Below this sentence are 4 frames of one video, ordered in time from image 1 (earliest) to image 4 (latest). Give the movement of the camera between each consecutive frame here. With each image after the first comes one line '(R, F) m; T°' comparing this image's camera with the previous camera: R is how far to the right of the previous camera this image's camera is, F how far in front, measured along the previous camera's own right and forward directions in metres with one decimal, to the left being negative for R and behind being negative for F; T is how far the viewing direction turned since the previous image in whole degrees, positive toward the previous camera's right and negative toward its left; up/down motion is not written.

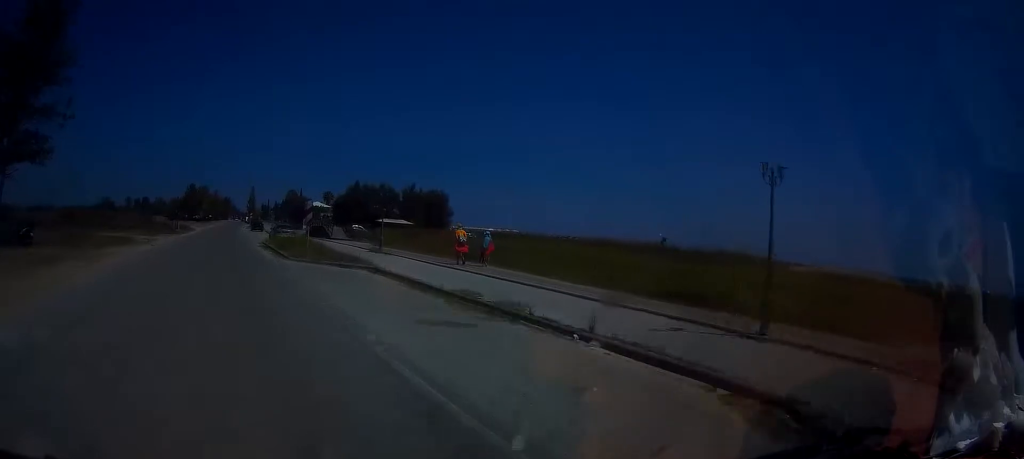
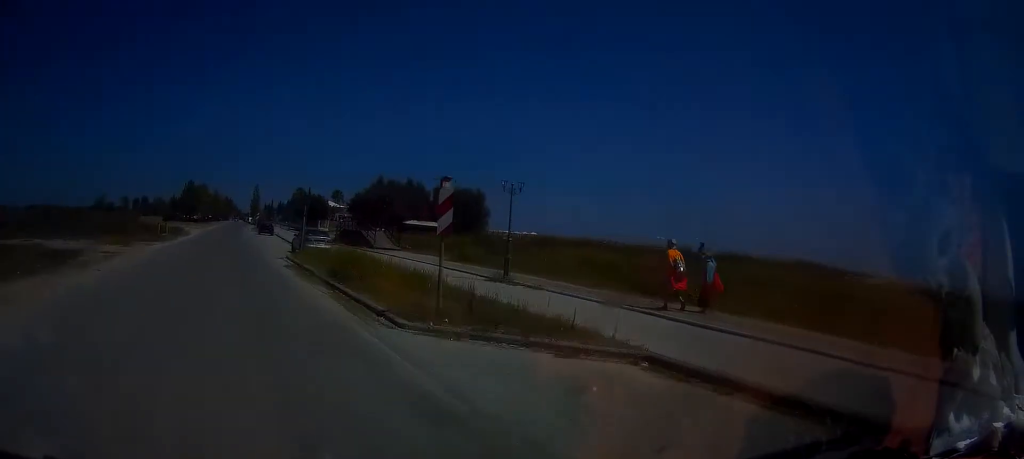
(0.0, +14.8) m; 0°
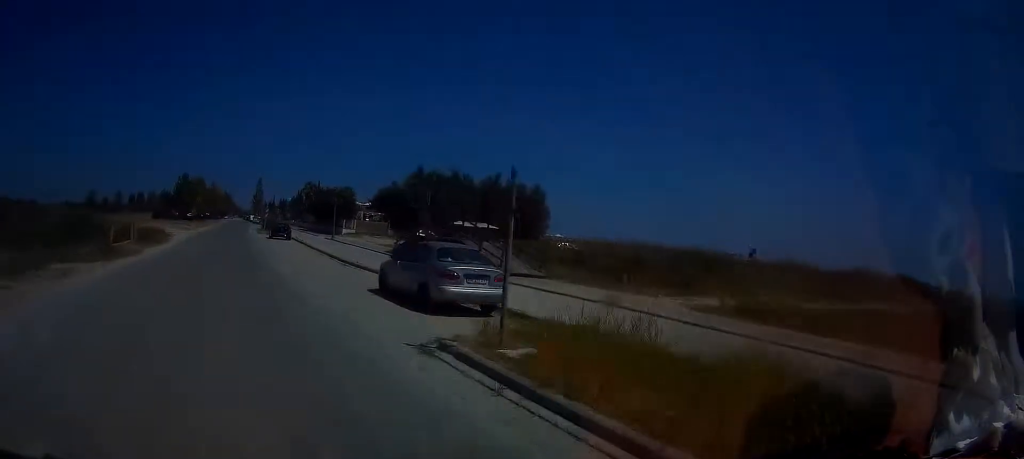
(+0.1, +18.7) m; +1°
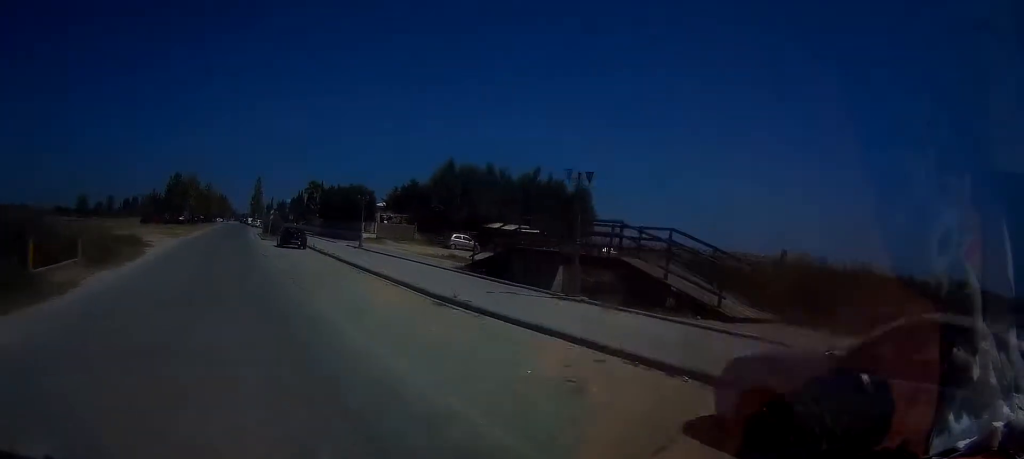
(+0.2, +11.0) m; +1°
